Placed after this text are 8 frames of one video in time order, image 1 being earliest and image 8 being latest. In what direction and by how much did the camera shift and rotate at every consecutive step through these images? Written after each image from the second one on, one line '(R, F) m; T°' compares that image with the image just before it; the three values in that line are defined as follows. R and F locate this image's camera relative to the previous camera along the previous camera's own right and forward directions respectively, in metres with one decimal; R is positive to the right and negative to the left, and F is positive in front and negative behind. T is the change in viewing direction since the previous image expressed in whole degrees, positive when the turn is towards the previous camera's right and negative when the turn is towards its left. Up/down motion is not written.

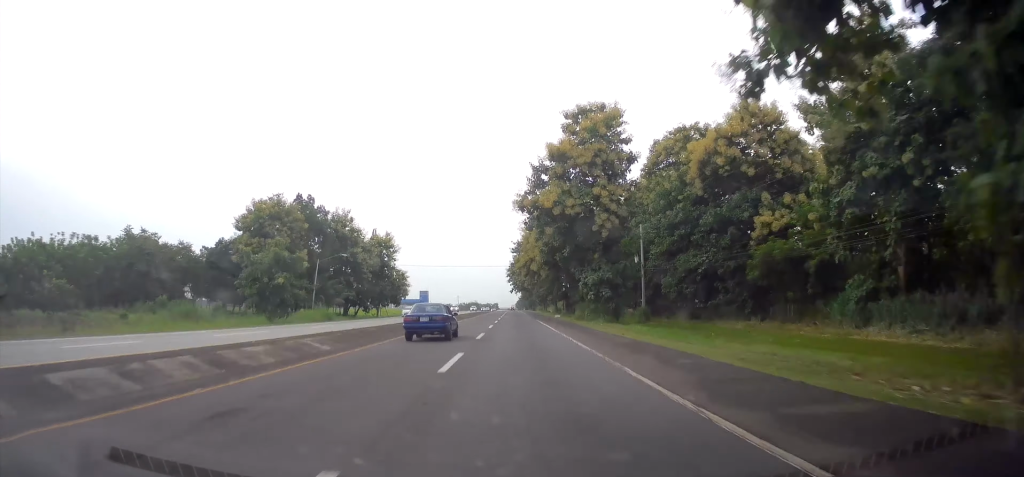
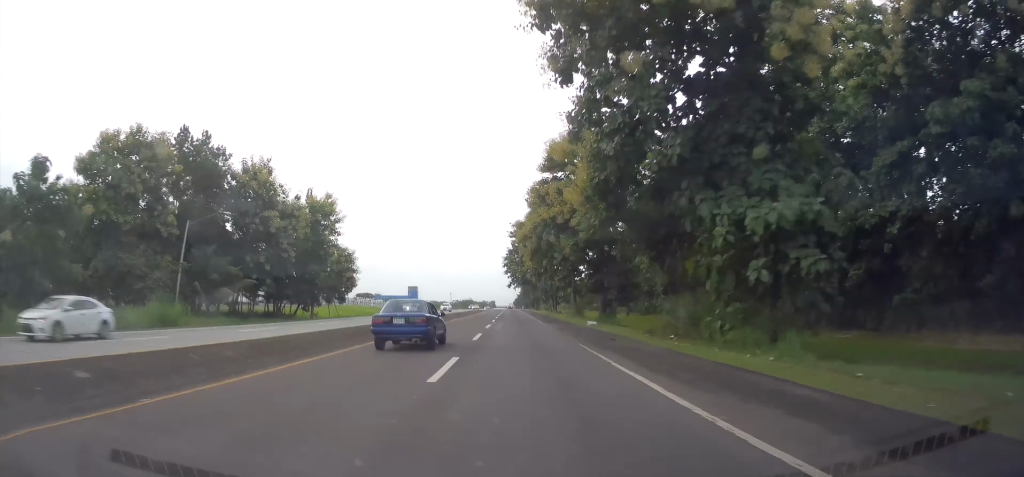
(-0.1, +36.3) m; 0°
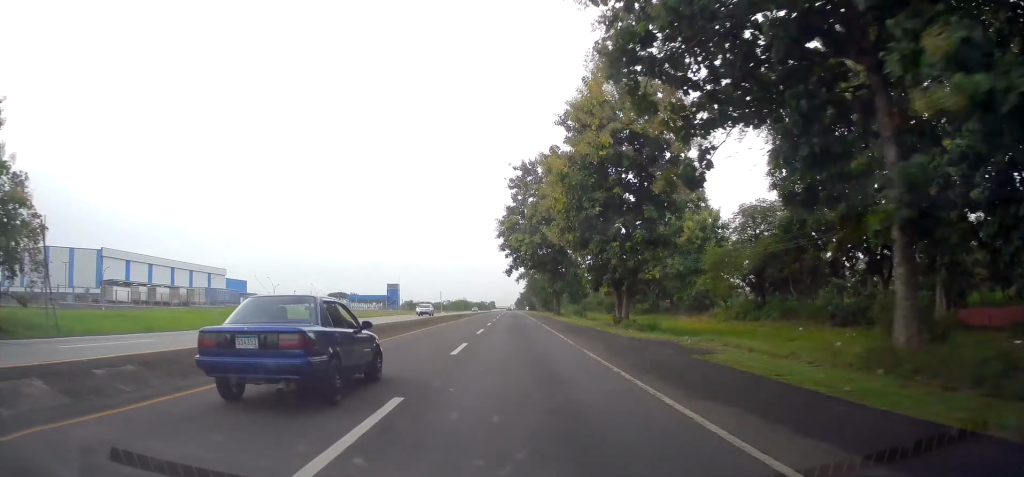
(0.0, +62.0) m; 0°
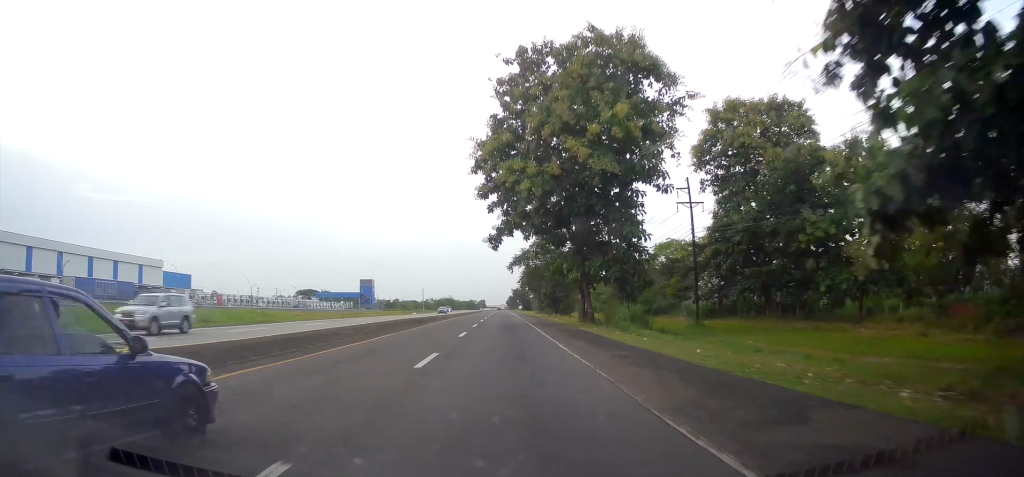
(-0.2, +37.1) m; 0°
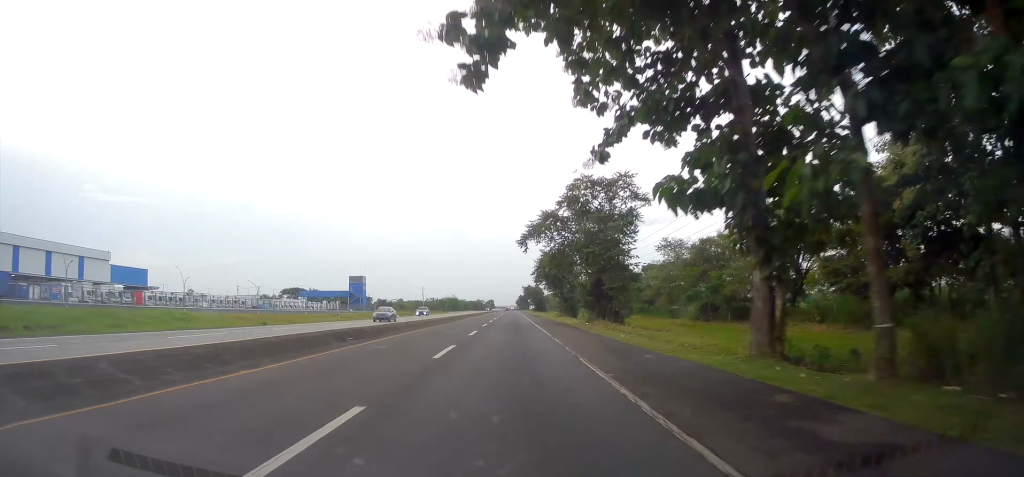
(-0.1, +31.4) m; 0°
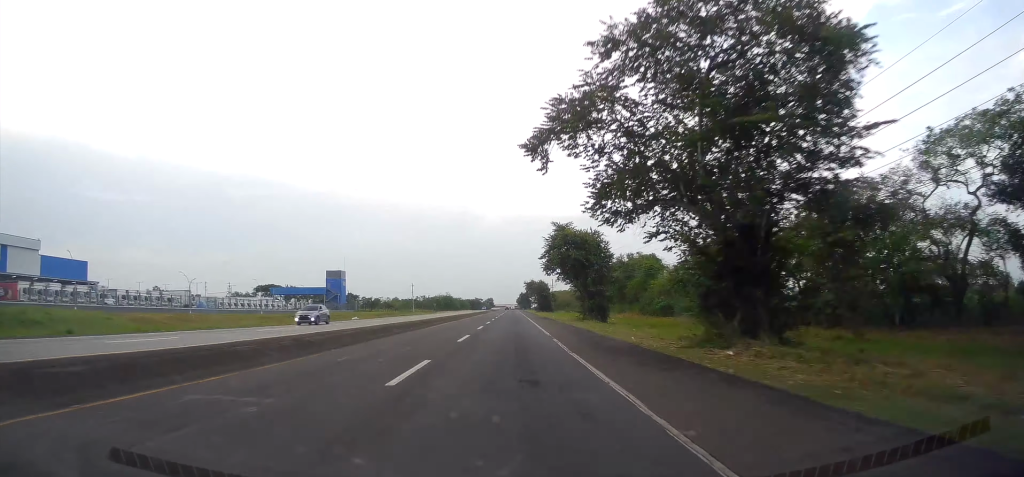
(0.0, +27.7) m; 0°
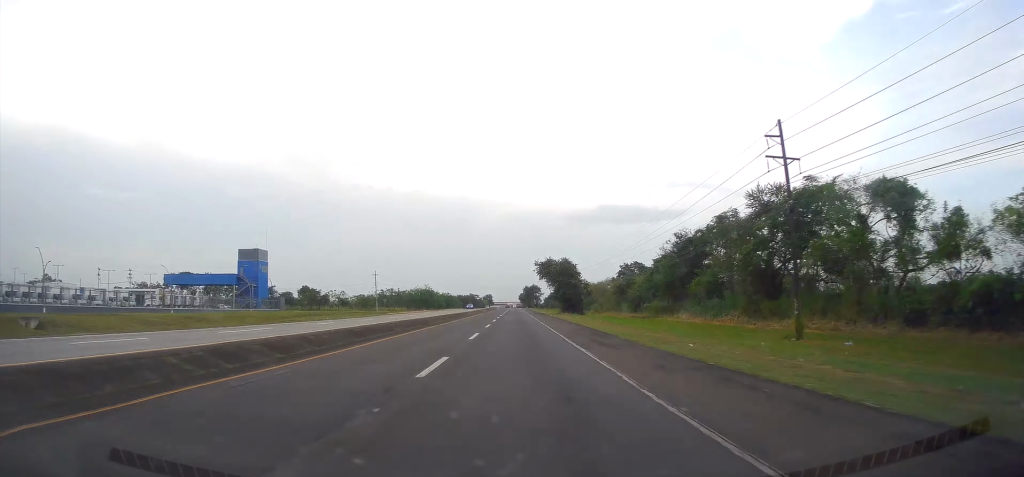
(0.0, +66.6) m; 0°
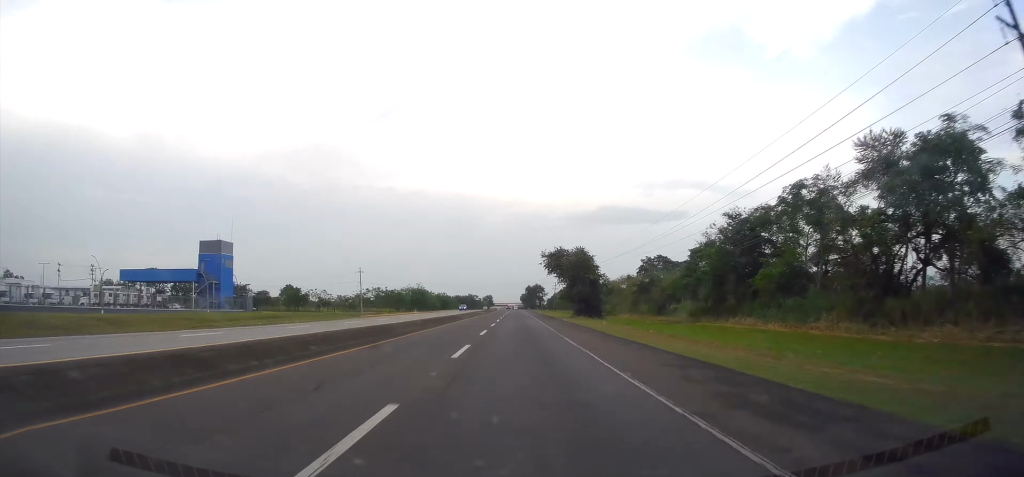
(+0.1, +18.6) m; 0°
